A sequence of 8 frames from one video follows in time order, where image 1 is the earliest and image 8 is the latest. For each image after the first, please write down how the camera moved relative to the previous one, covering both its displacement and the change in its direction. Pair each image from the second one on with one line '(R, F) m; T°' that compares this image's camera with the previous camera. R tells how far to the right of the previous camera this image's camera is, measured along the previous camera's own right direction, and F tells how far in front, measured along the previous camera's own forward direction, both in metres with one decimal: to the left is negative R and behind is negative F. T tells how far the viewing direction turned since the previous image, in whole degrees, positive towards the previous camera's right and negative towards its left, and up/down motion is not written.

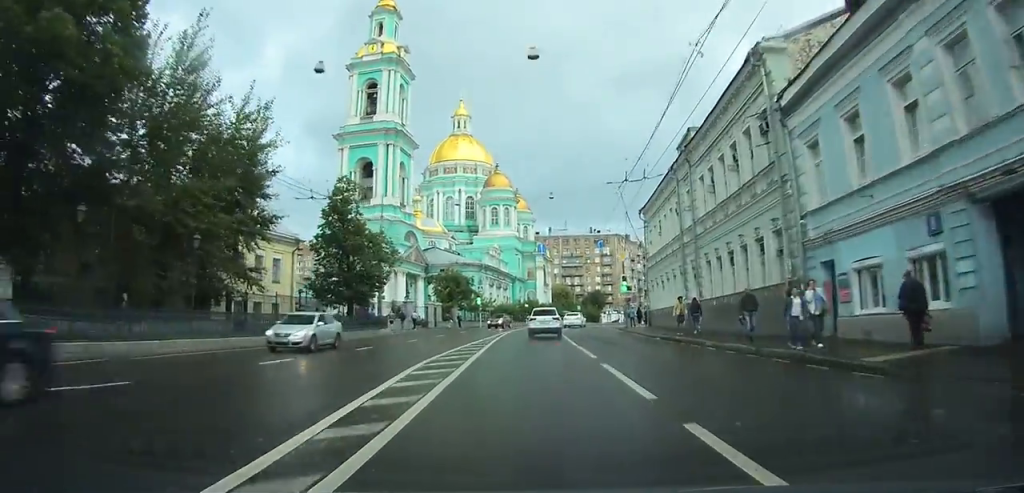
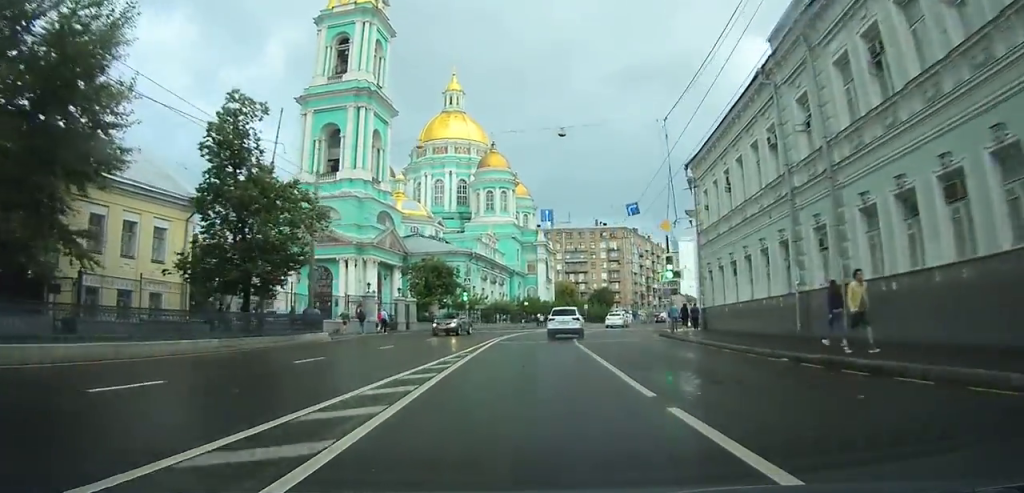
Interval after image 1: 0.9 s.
(-0.1, +14.8) m; -1°
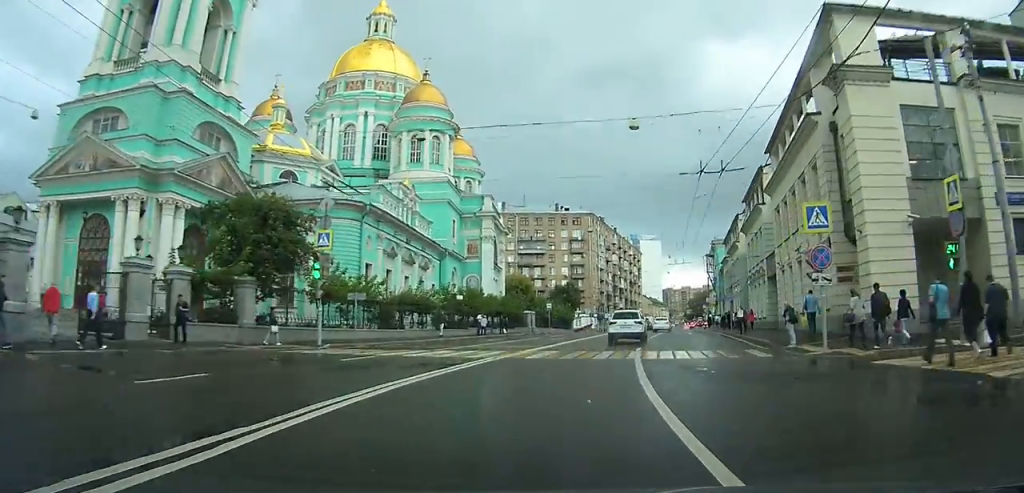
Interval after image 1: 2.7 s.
(+0.4, +31.0) m; +5°
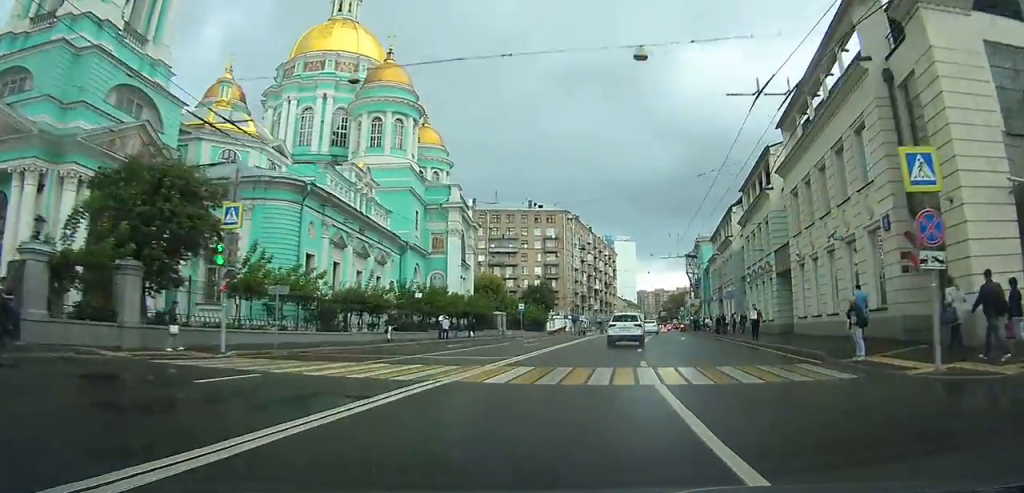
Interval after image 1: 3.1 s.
(+0.4, +6.4) m; +2°
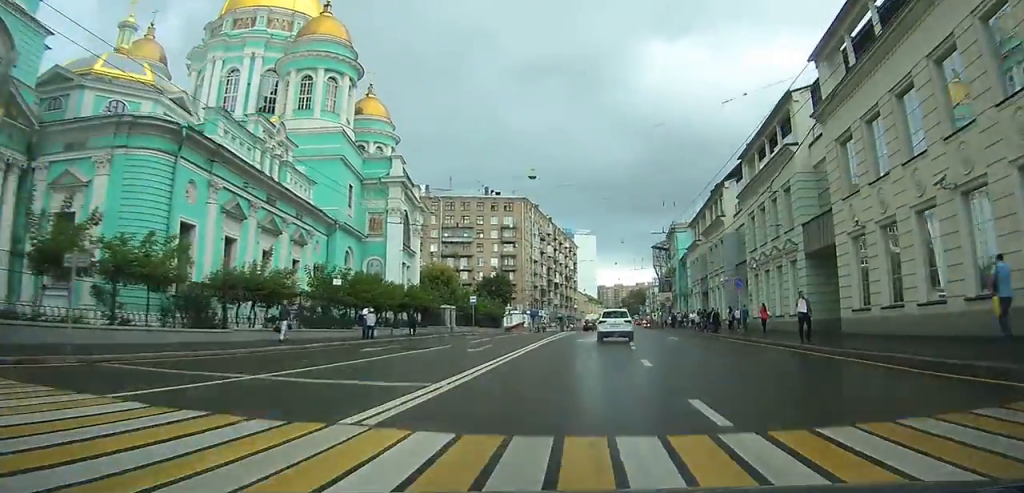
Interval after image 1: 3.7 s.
(+0.2, +9.6) m; +4°
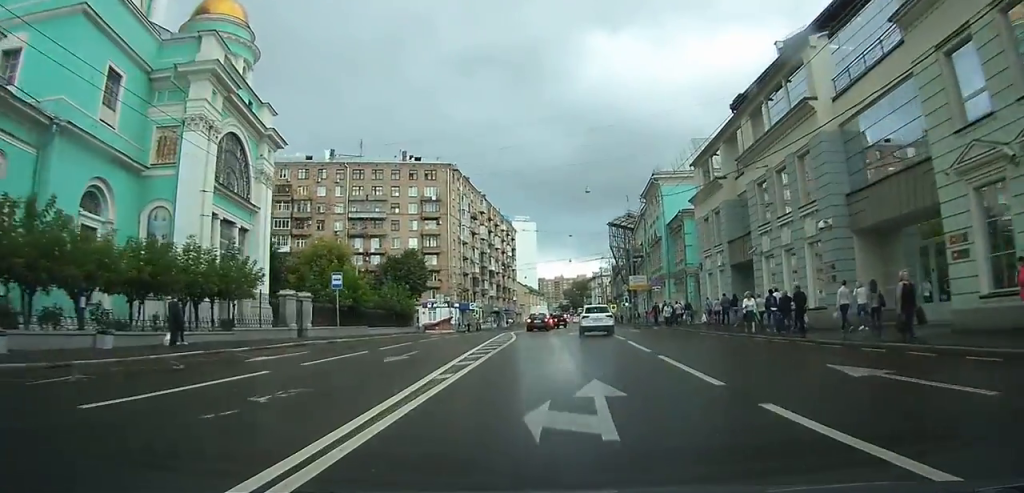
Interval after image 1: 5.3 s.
(+1.7, +24.2) m; +5°
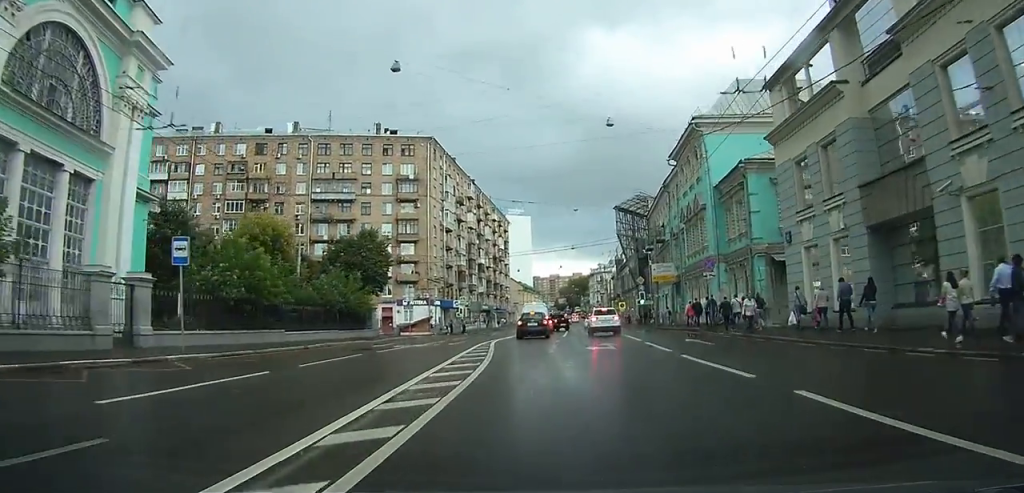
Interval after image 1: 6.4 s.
(+0.1, +15.1) m; 0°
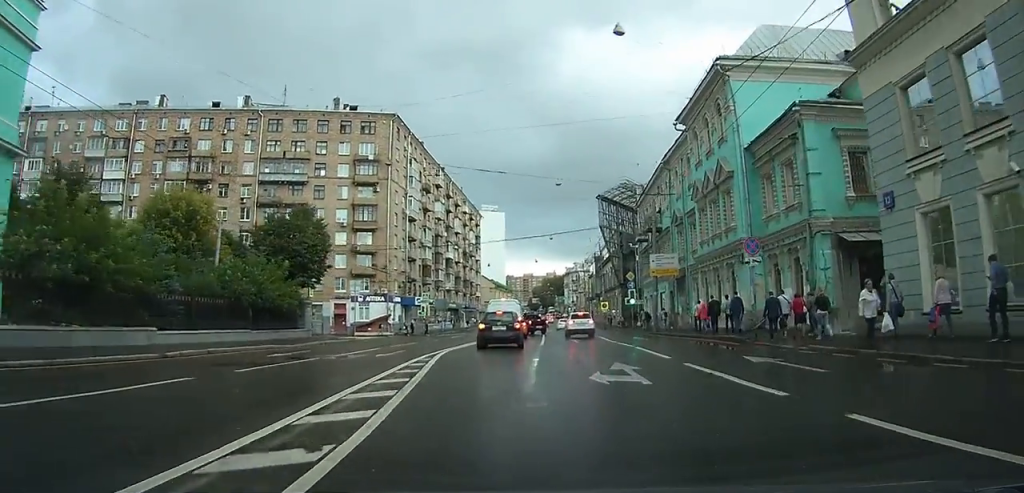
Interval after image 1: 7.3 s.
(0.0, +10.5) m; +1°
